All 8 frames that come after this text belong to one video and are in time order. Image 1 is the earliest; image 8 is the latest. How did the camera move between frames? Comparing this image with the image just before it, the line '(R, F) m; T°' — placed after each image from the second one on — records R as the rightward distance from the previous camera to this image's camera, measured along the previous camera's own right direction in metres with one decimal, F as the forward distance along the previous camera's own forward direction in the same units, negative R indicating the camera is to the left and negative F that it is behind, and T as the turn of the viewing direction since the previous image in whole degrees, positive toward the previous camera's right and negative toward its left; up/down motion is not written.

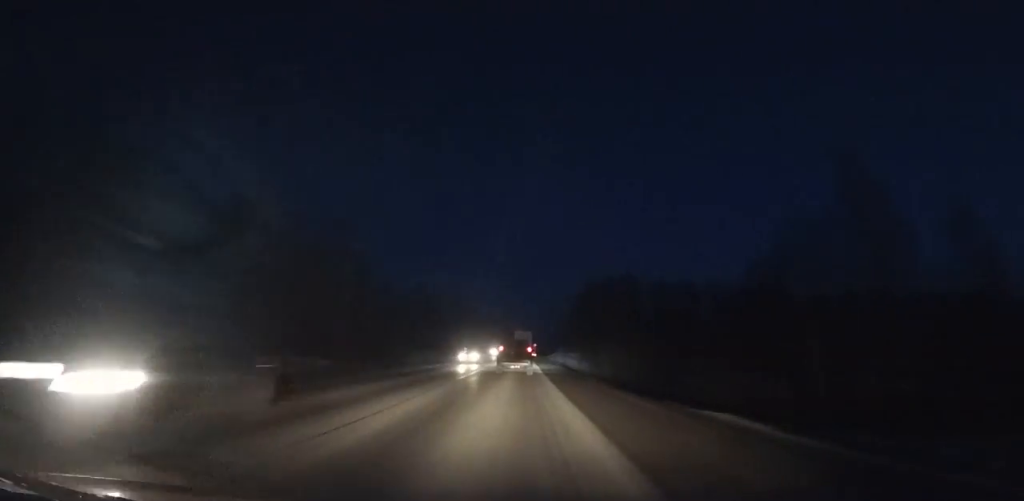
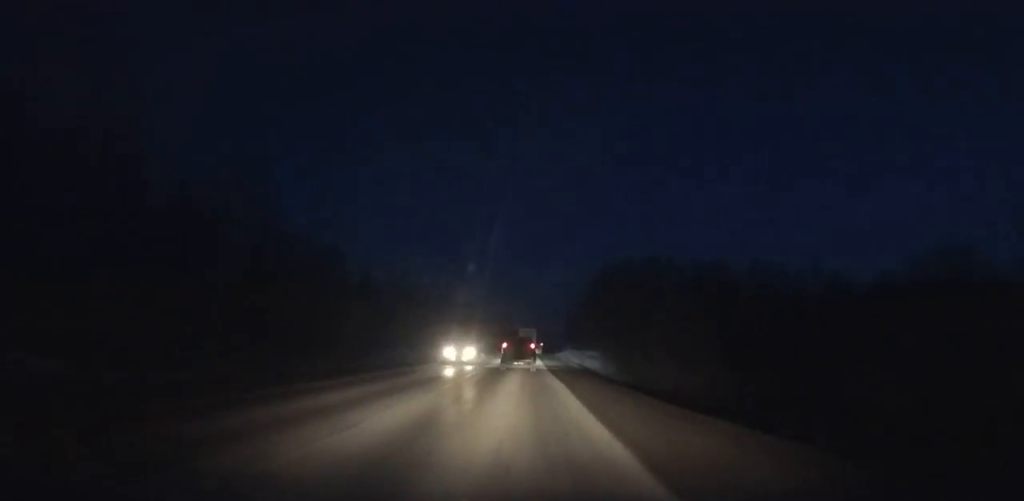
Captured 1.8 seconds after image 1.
(0.0, +22.7) m; 0°
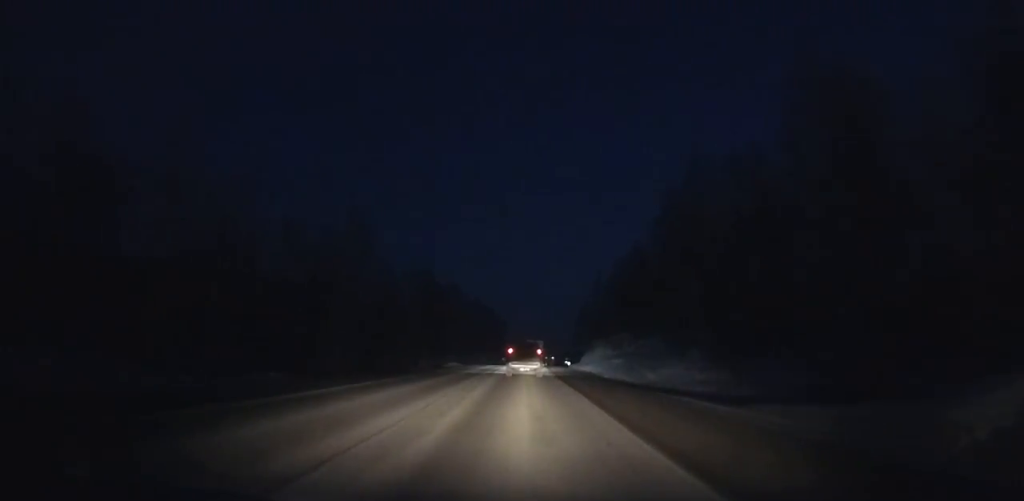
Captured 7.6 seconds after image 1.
(+0.2, +79.0) m; +1°
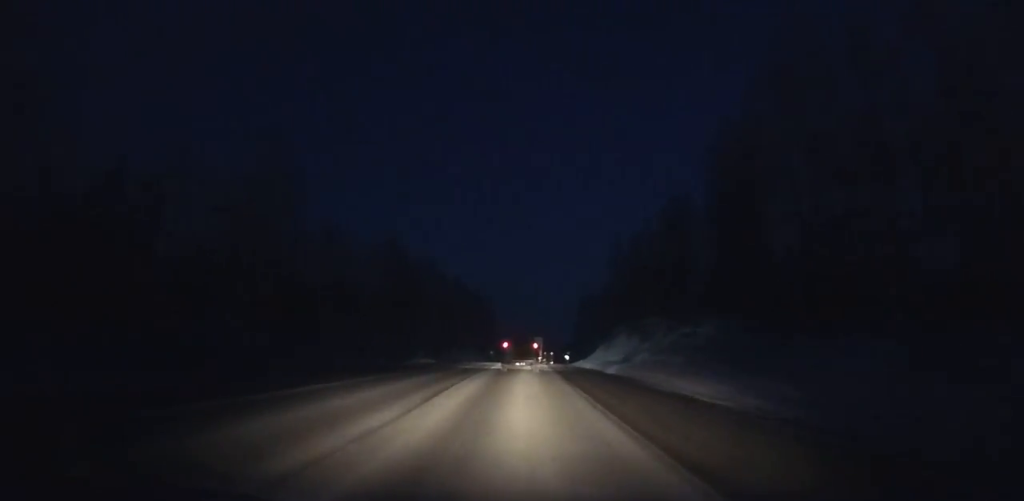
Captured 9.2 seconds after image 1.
(+0.1, +22.7) m; +1°
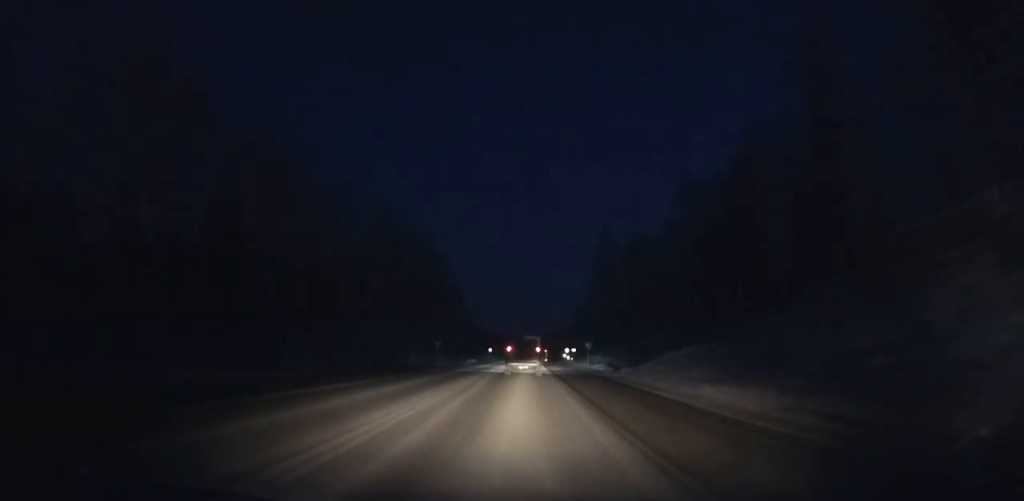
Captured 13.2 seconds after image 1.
(+0.9, +58.1) m; +2°
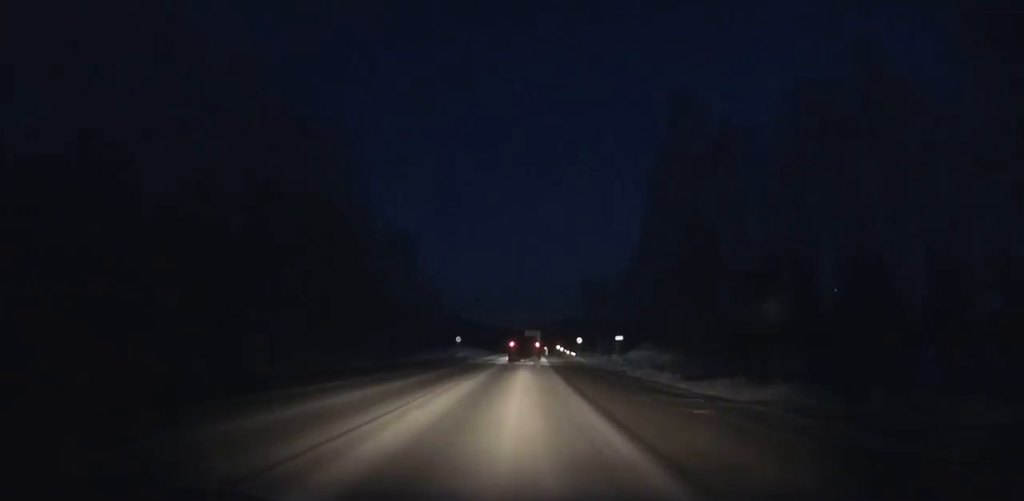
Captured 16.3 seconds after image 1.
(+0.3, +47.4) m; +1°
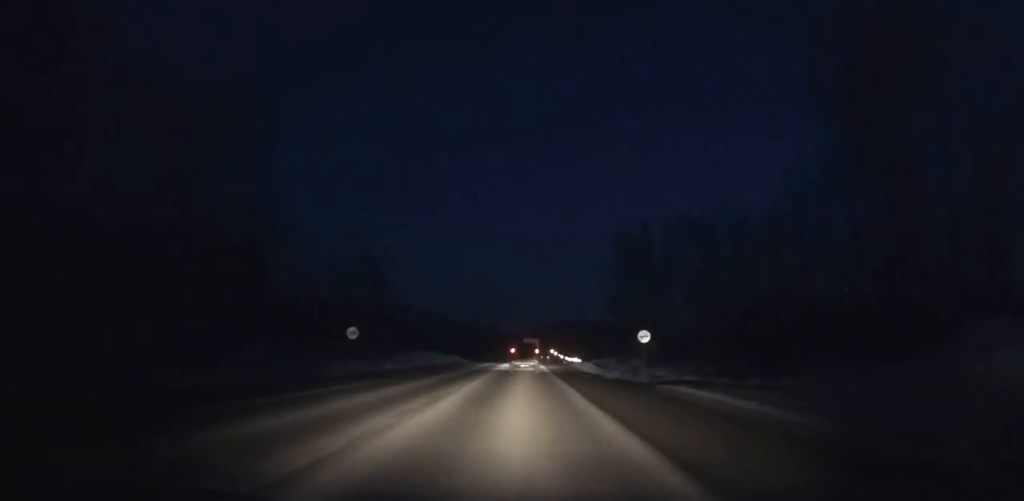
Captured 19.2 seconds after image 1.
(+0.6, +46.7) m; +1°
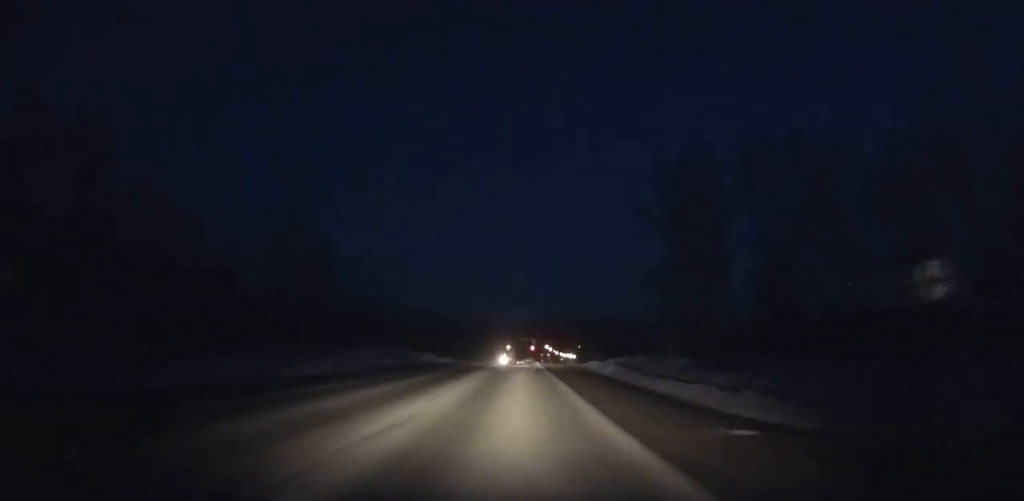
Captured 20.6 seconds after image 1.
(+0.1, +23.5) m; 0°
